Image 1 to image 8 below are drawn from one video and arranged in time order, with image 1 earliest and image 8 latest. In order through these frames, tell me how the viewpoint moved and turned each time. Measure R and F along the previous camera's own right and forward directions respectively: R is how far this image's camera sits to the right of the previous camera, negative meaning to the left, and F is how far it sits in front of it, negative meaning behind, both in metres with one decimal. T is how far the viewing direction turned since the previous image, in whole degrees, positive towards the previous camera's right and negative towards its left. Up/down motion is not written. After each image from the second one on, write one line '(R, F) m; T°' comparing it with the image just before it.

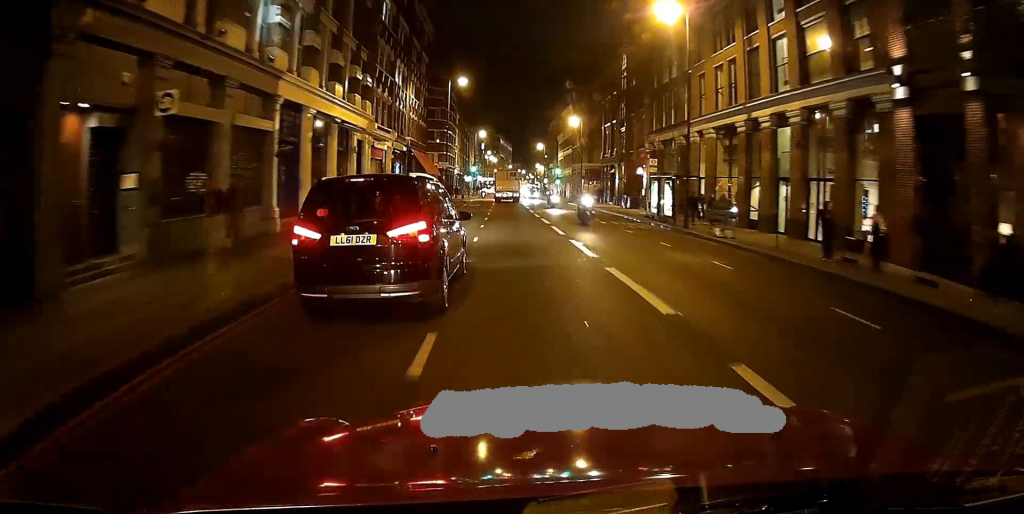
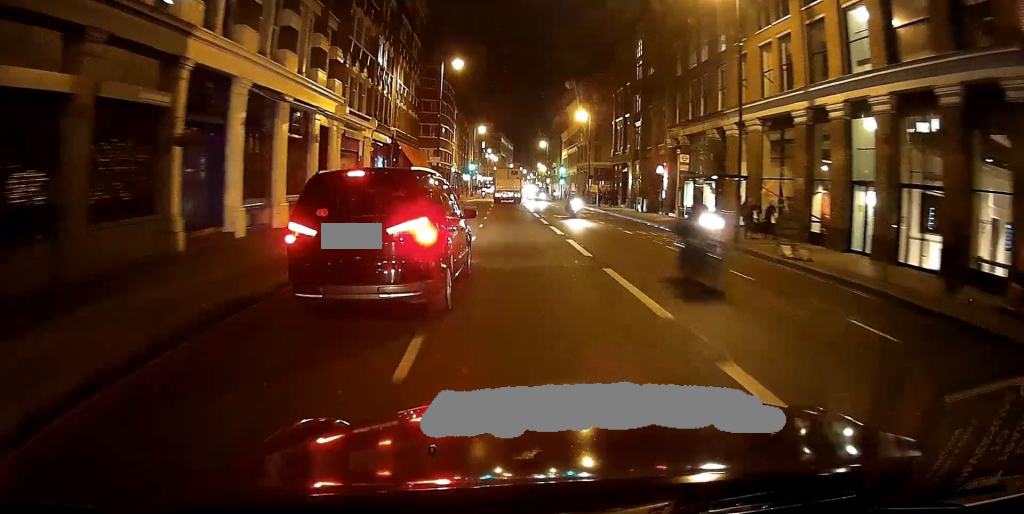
(0.0, +5.9) m; -1°
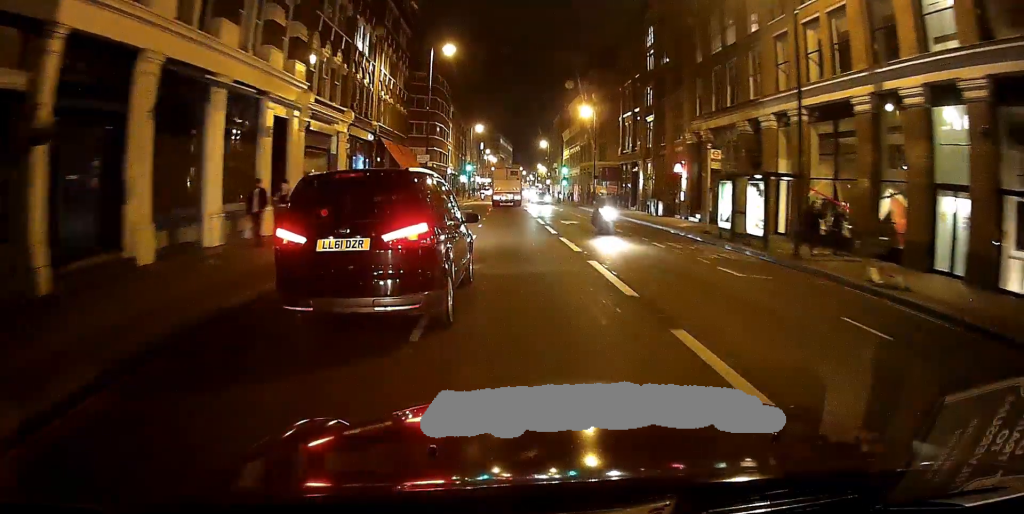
(0.0, +4.2) m; -1°
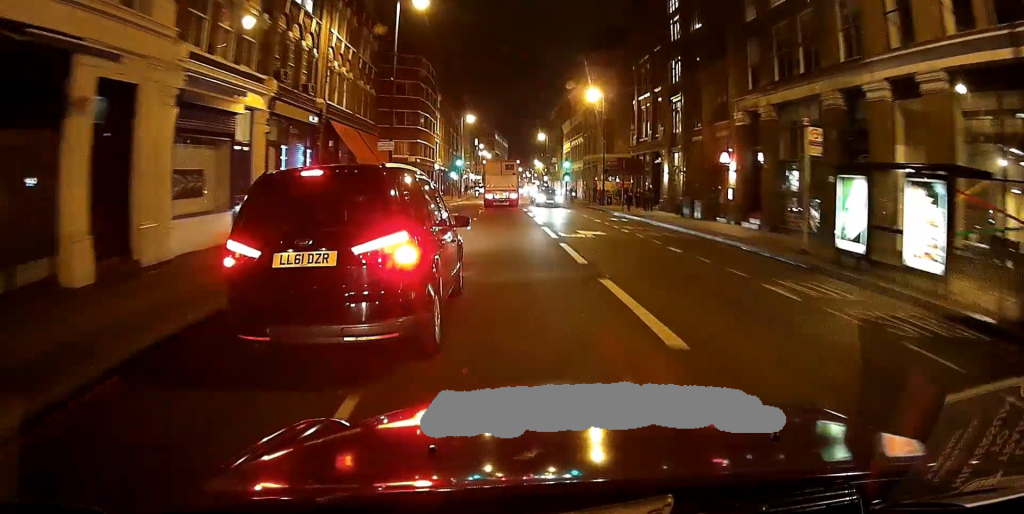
(-0.3, +8.7) m; 0°
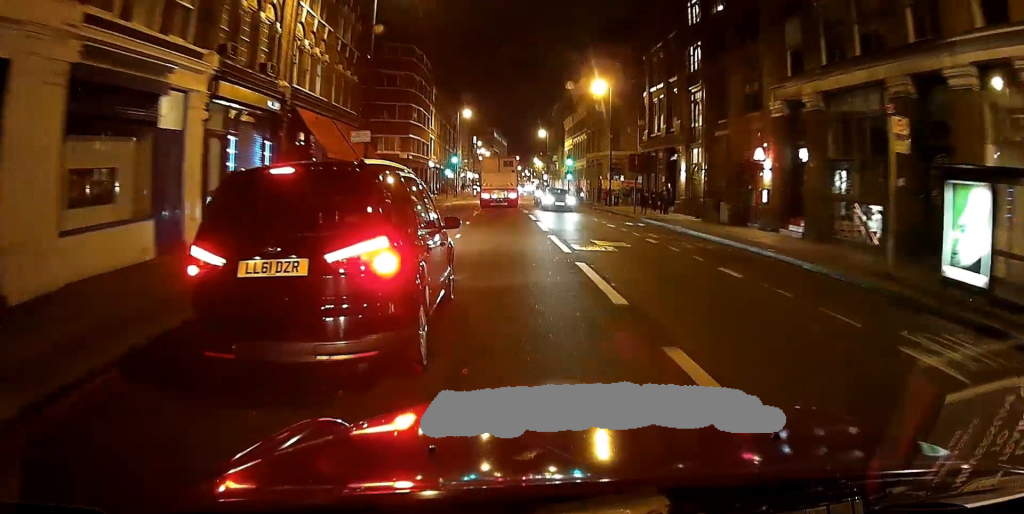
(+0.1, +4.1) m; 0°
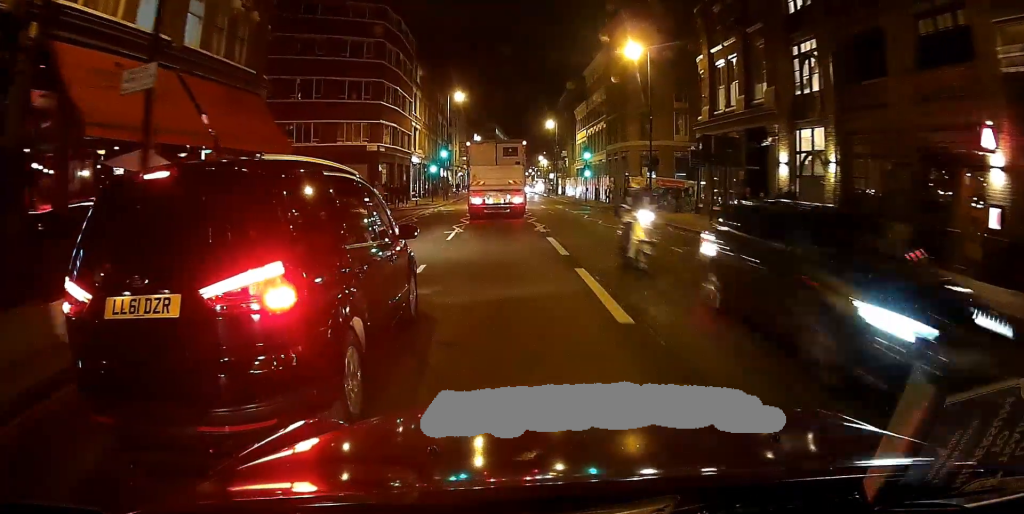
(0.0, +14.8) m; -2°
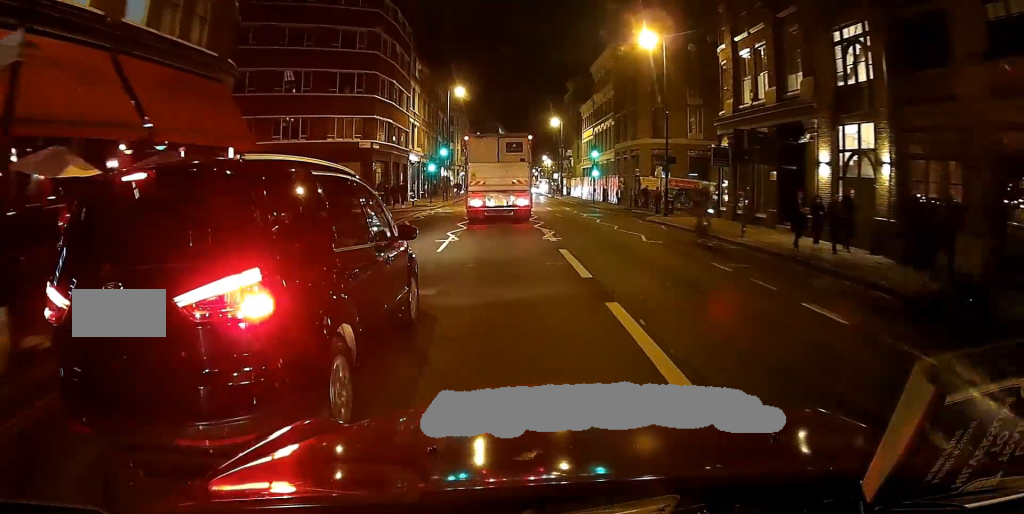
(0.0, +4.0) m; -1°
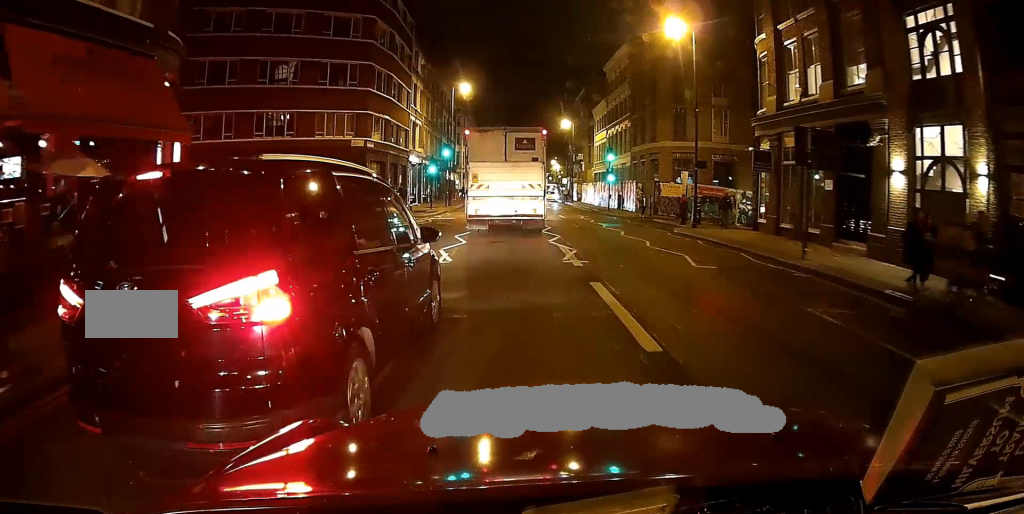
(-0.2, +5.4) m; +1°
